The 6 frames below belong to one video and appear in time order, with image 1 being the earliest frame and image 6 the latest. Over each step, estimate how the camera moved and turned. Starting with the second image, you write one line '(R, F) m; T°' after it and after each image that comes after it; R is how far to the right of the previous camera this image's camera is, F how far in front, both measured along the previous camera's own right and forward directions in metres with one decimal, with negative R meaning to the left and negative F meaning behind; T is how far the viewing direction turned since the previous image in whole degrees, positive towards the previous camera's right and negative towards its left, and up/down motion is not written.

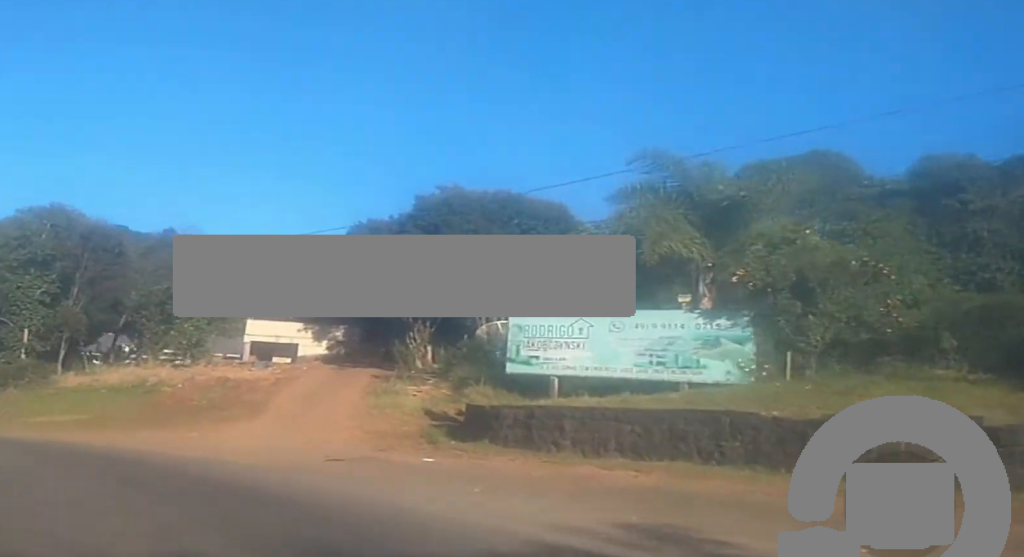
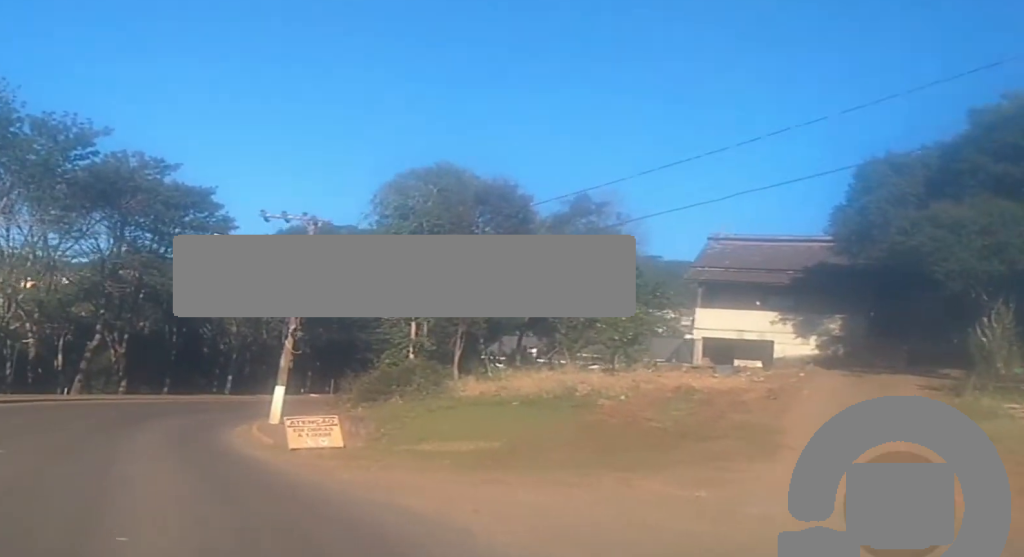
(-2.5, +12.4) m; -18°
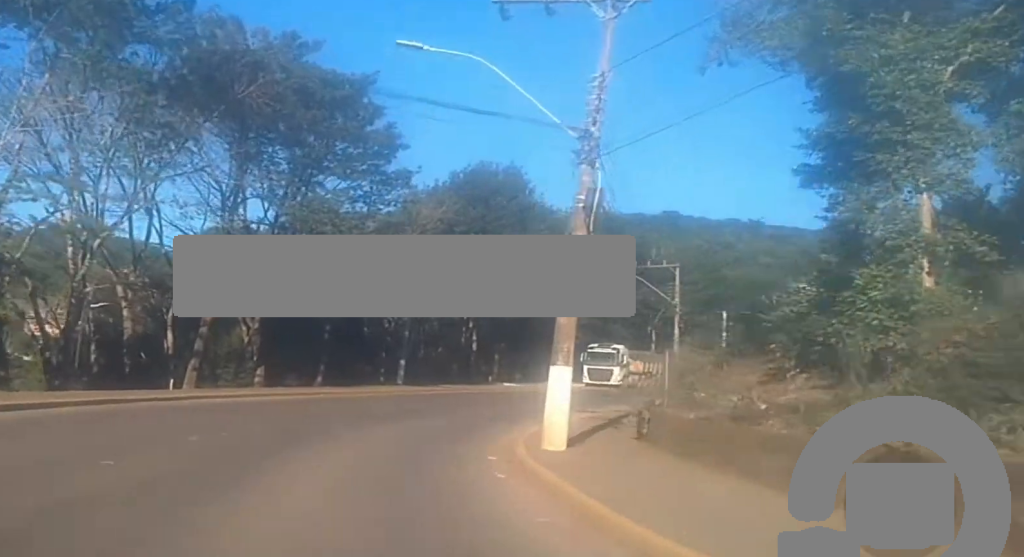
(-3.5, +20.7) m; -13°
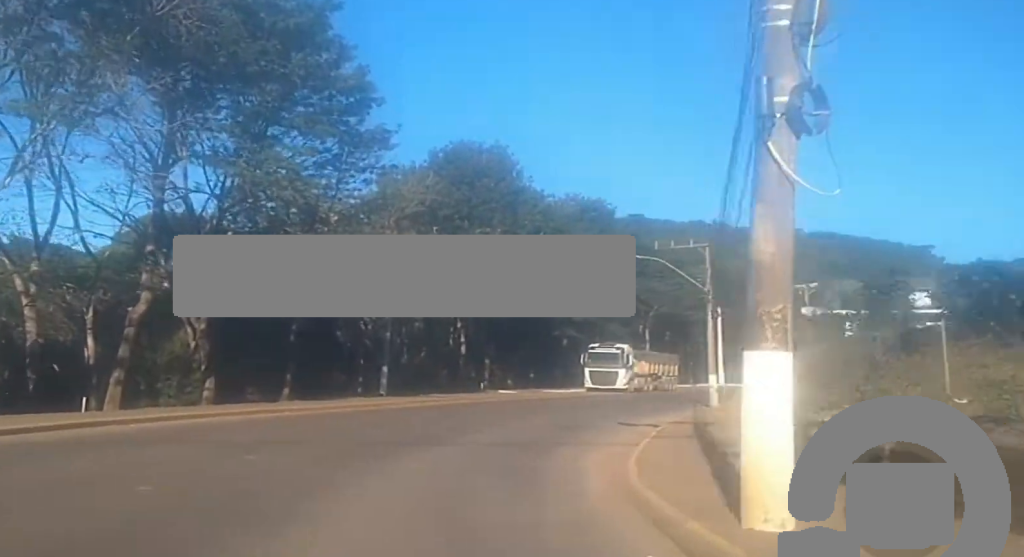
(-0.1, +8.9) m; +1°
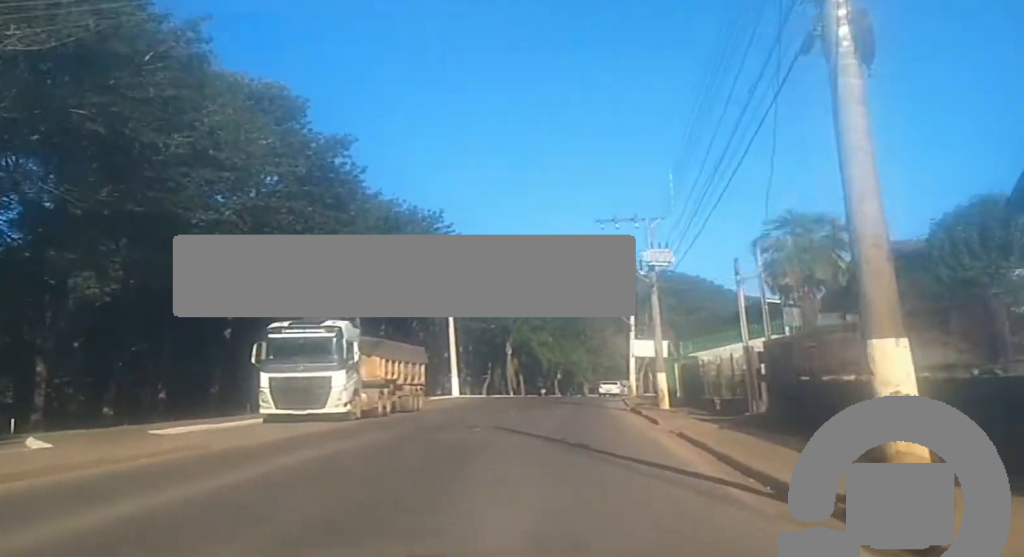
(+6.3, +36.9) m; +20°
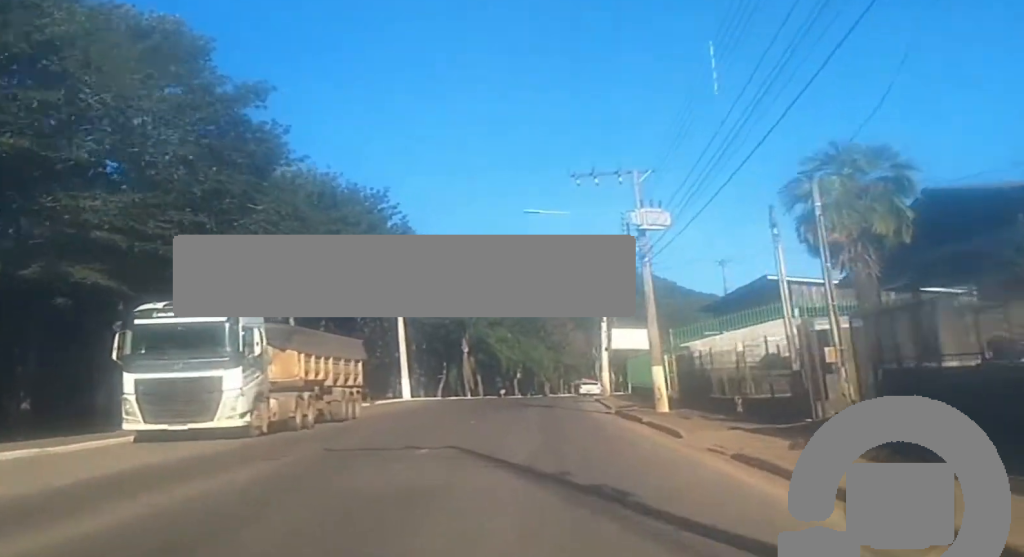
(0.0, +7.9) m; +3°
